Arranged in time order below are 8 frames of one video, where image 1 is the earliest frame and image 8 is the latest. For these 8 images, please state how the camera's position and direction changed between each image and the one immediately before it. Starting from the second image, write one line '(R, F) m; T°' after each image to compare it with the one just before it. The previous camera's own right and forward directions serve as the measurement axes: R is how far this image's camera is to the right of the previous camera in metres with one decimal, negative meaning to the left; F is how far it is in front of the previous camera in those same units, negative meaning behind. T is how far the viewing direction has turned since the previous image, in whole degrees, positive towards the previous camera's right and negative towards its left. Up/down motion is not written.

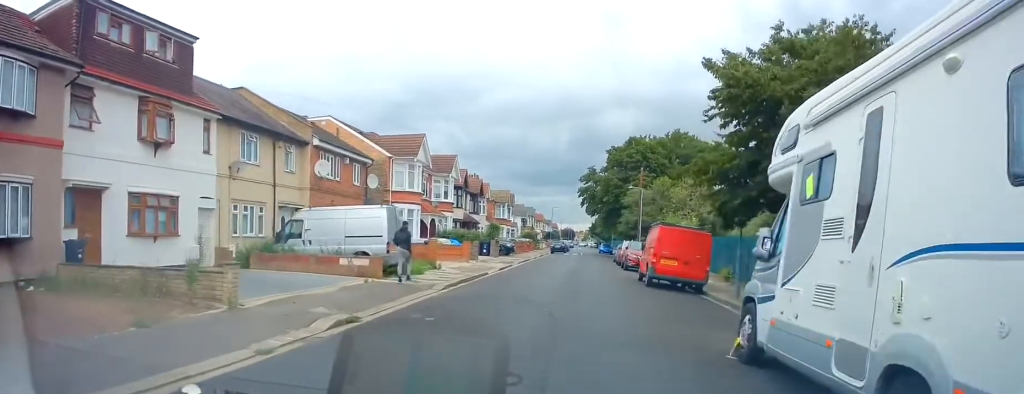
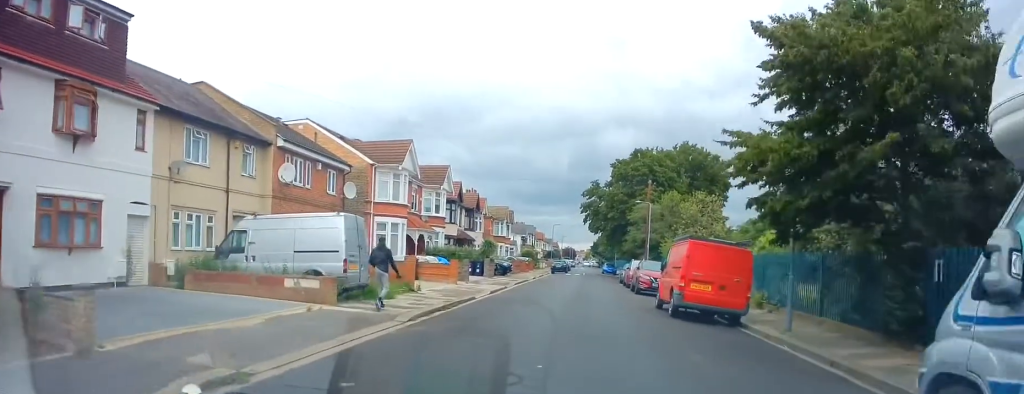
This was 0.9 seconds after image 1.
(+0.2, +3.6) m; +2°
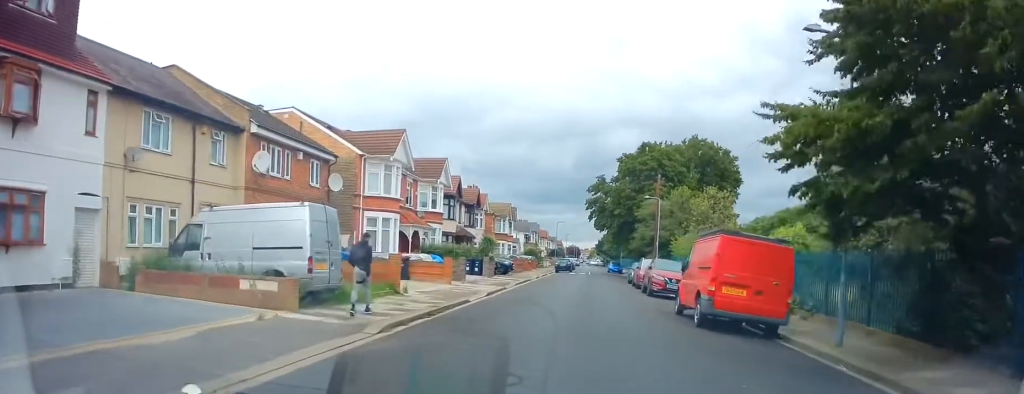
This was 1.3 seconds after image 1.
(-0.1, +2.4) m; -1°
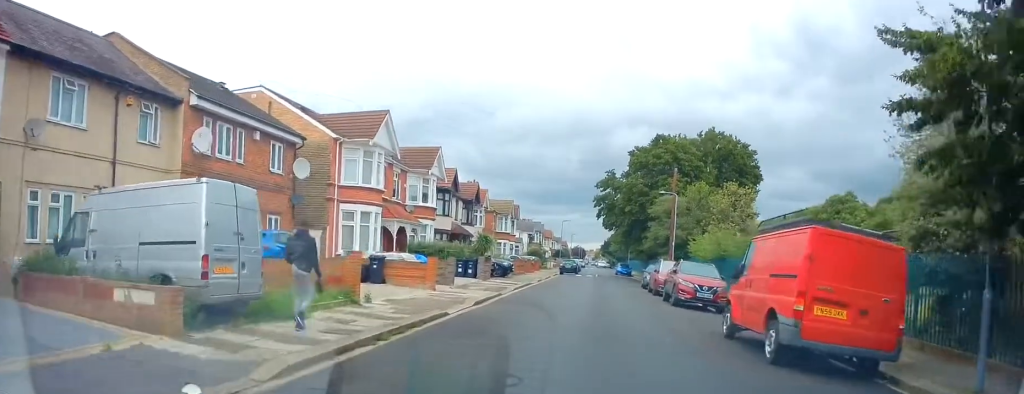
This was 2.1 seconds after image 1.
(0.0, +4.2) m; -1°
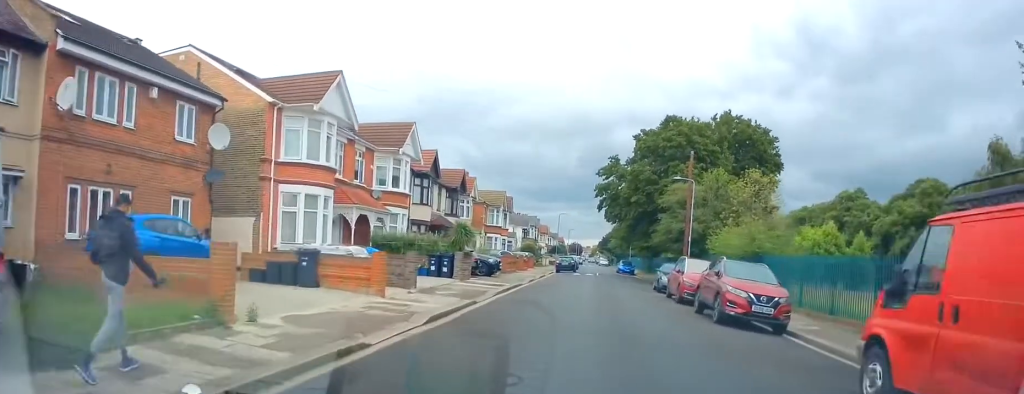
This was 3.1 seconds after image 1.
(0.0, +5.8) m; 0°
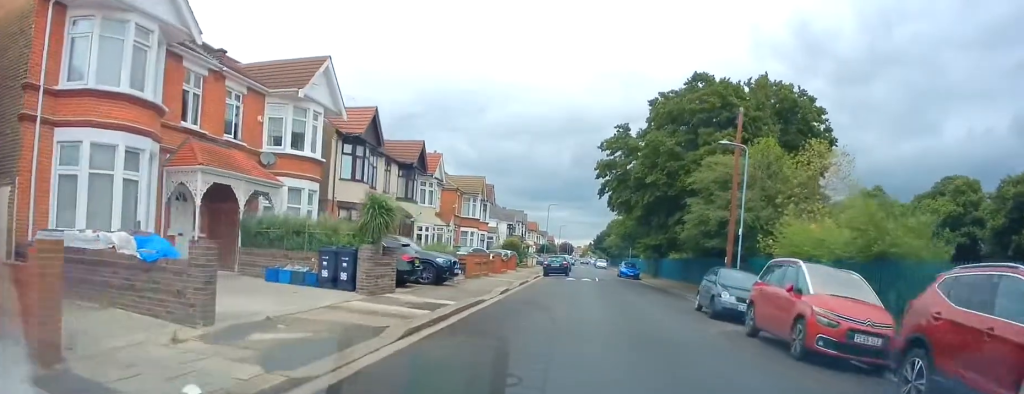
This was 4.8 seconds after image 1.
(0.0, +10.8) m; 0°
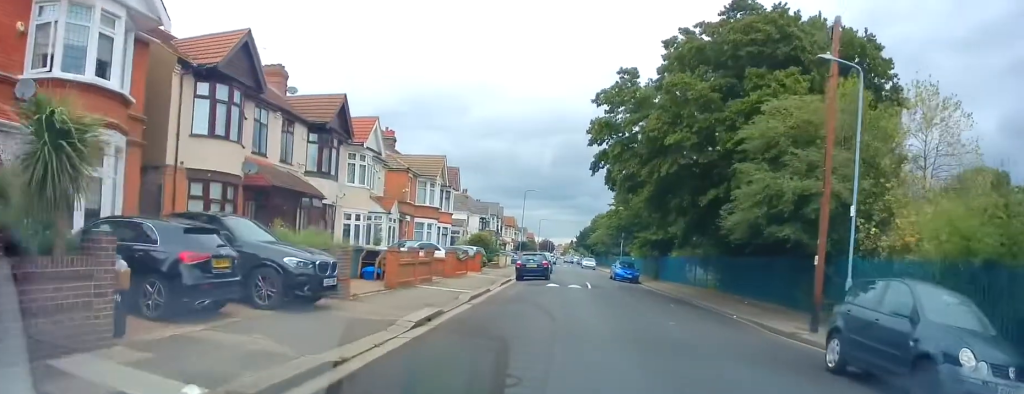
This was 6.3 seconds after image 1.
(+0.3, +10.1) m; +2°
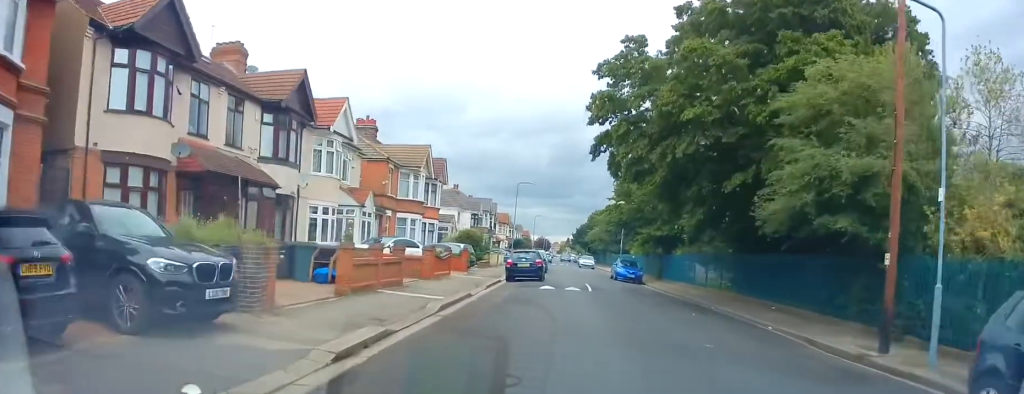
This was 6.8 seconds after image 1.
(+0.1, +3.5) m; 0°
